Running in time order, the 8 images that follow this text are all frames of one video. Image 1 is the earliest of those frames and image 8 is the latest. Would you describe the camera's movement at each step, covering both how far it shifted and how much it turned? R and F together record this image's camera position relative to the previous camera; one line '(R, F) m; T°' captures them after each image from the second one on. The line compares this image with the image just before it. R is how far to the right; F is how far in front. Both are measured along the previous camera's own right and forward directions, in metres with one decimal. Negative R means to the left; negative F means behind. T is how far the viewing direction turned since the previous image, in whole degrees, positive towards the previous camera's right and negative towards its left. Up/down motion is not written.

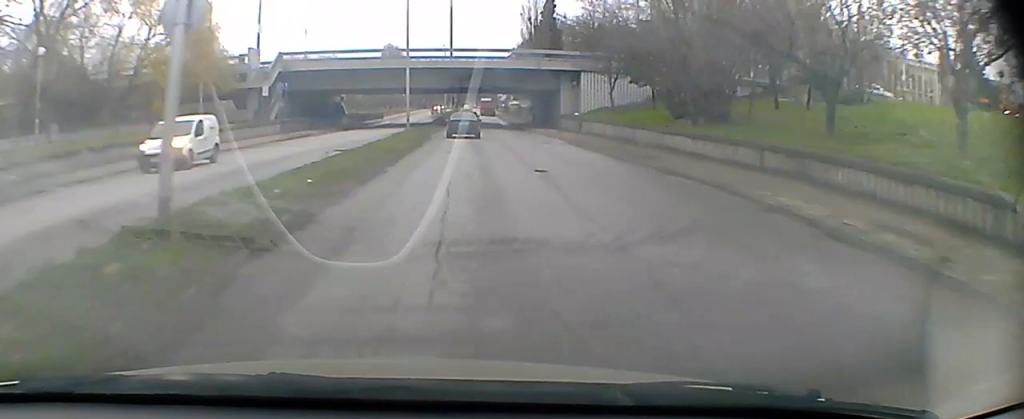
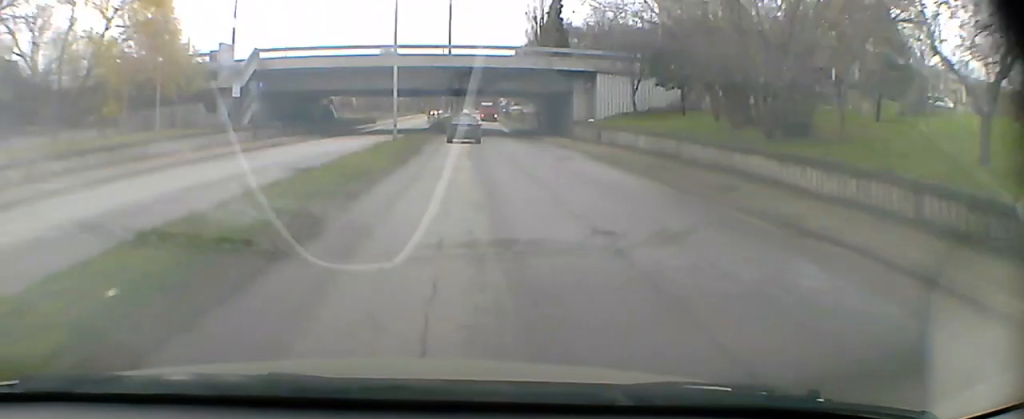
(0.0, +7.6) m; 0°
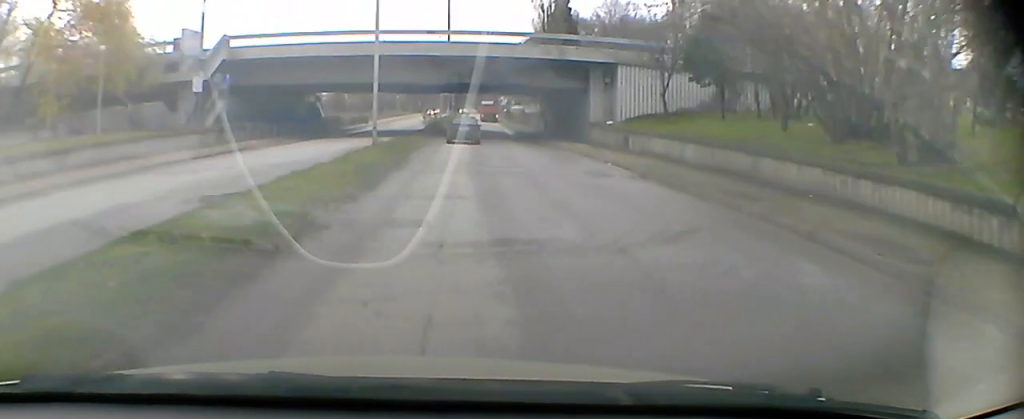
(0.0, +7.6) m; 0°
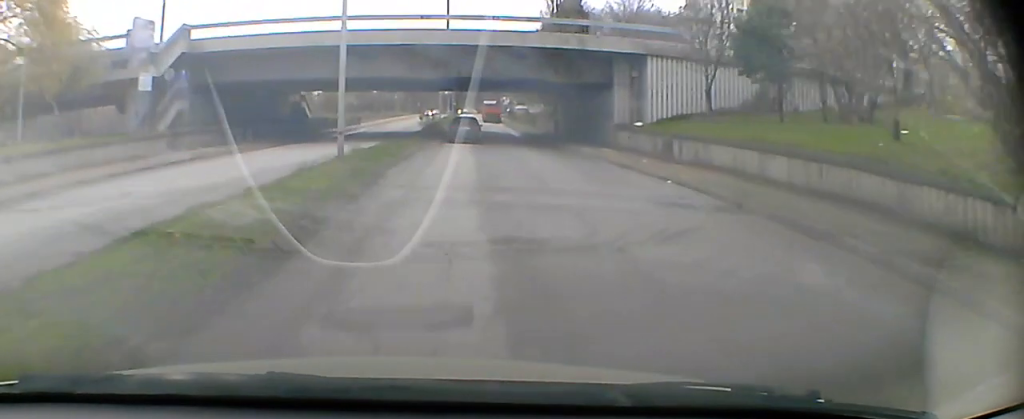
(0.0, +7.6) m; 0°
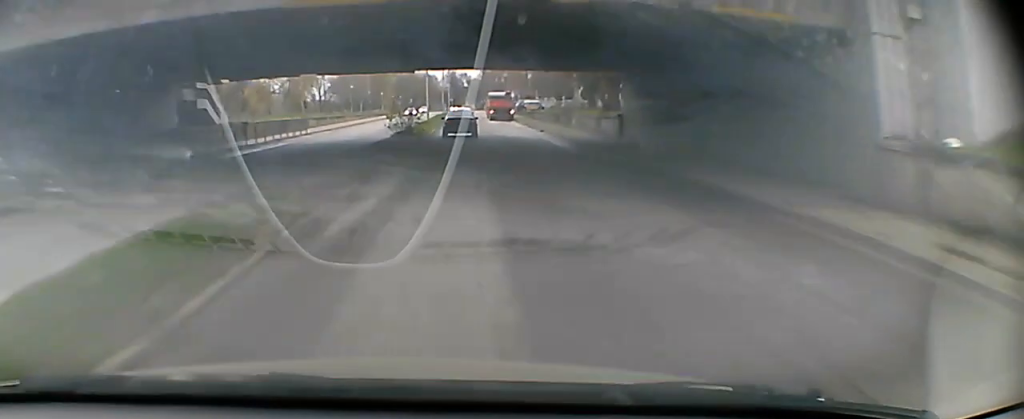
(0.0, +29.2) m; +1°
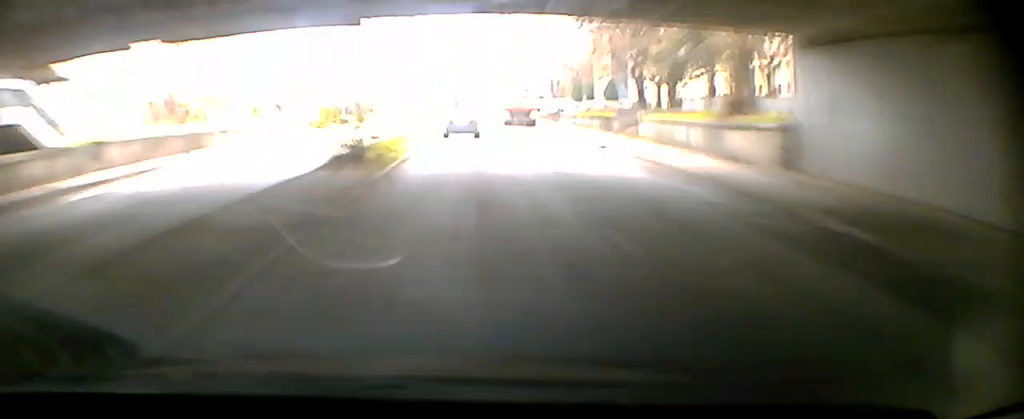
(+0.1, +20.1) m; +1°
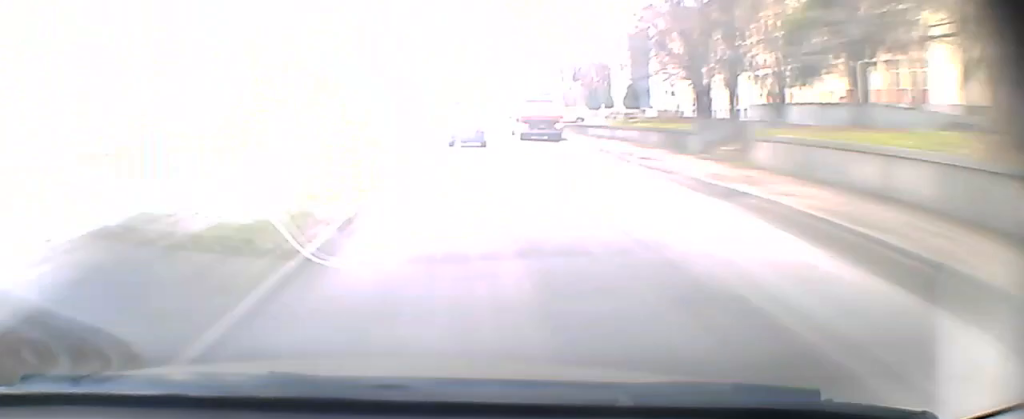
(+0.1, +13.8) m; +1°
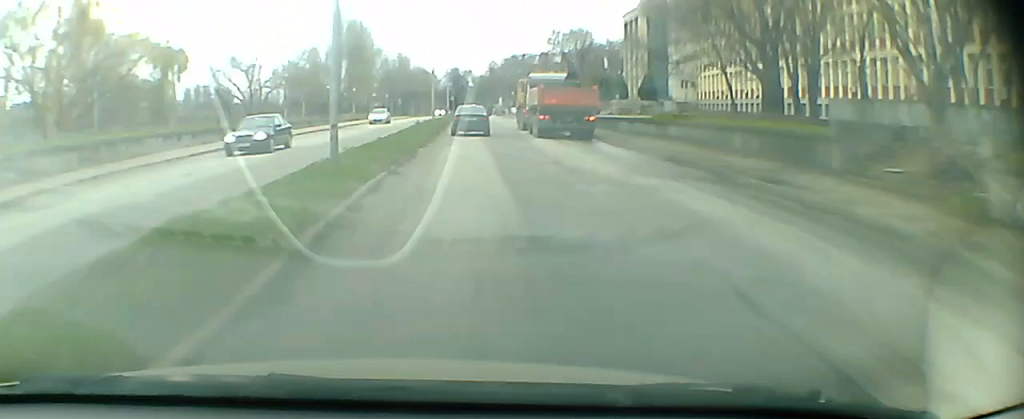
(+0.1, +10.6) m; 0°
